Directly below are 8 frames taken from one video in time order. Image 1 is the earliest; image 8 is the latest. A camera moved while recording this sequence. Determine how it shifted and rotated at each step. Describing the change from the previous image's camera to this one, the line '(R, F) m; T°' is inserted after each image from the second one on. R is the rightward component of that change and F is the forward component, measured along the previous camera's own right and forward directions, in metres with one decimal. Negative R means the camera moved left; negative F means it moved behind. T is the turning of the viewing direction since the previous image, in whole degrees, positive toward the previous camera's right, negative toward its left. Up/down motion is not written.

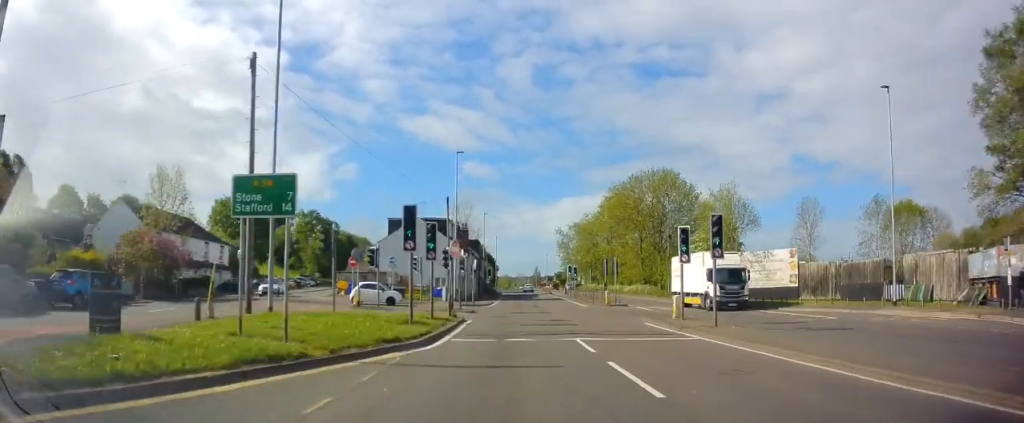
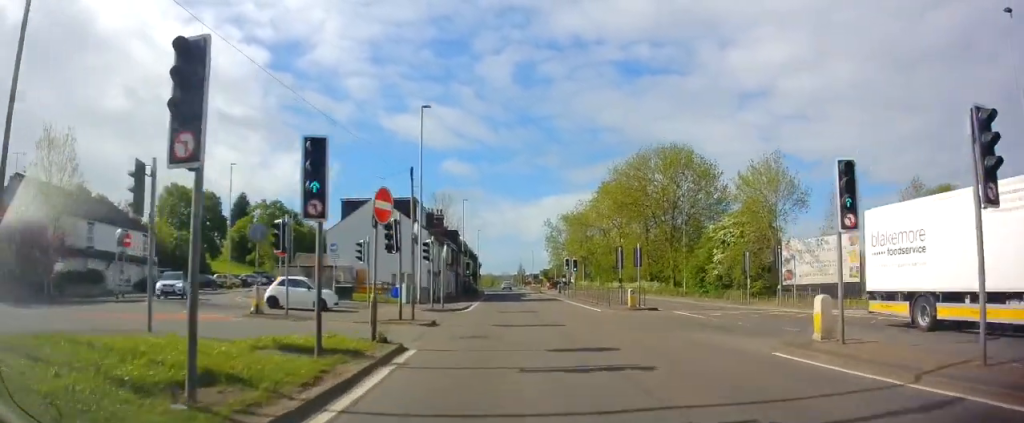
(+0.4, +12.0) m; +3°
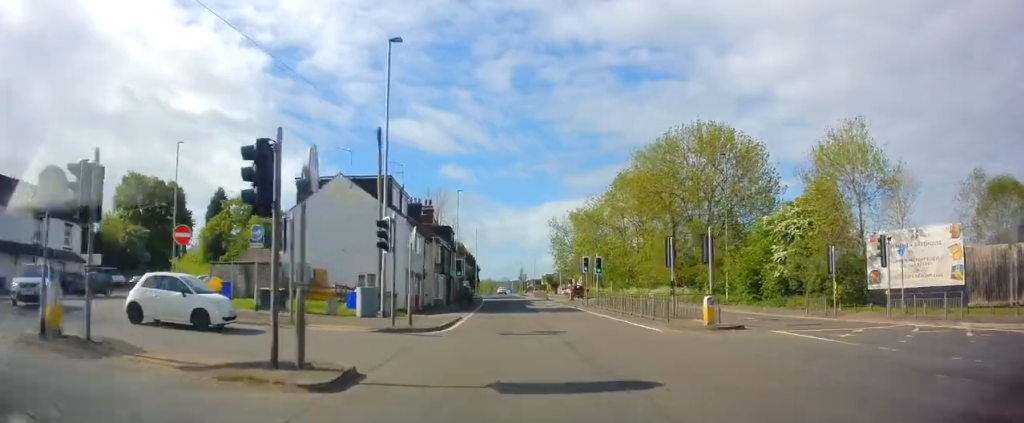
(+0.2, +11.1) m; 0°
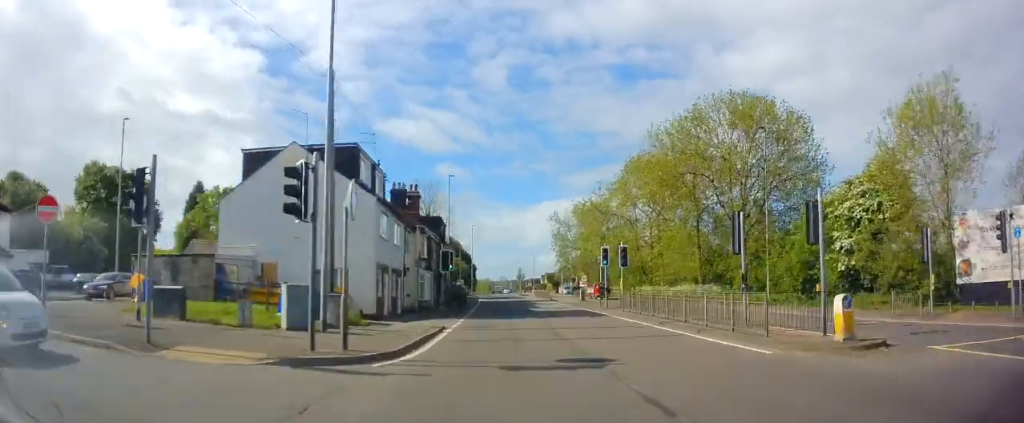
(-0.2, +8.0) m; -1°
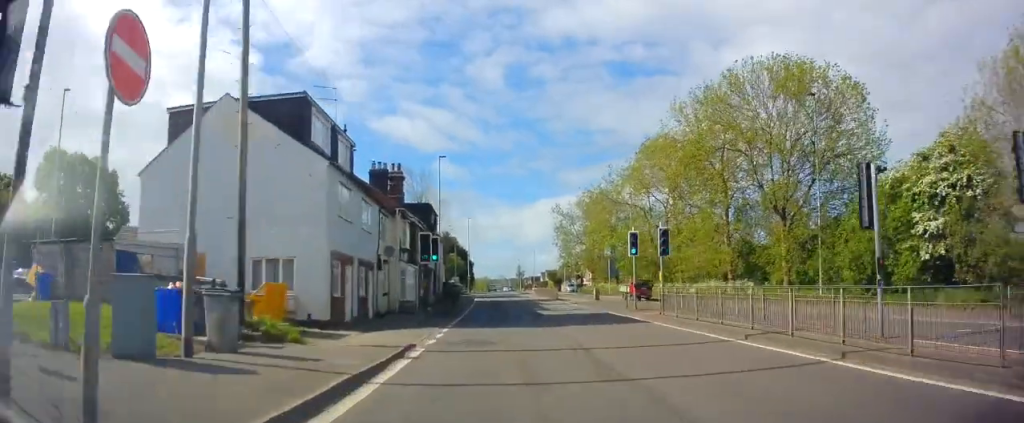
(0.0, +7.4) m; 0°
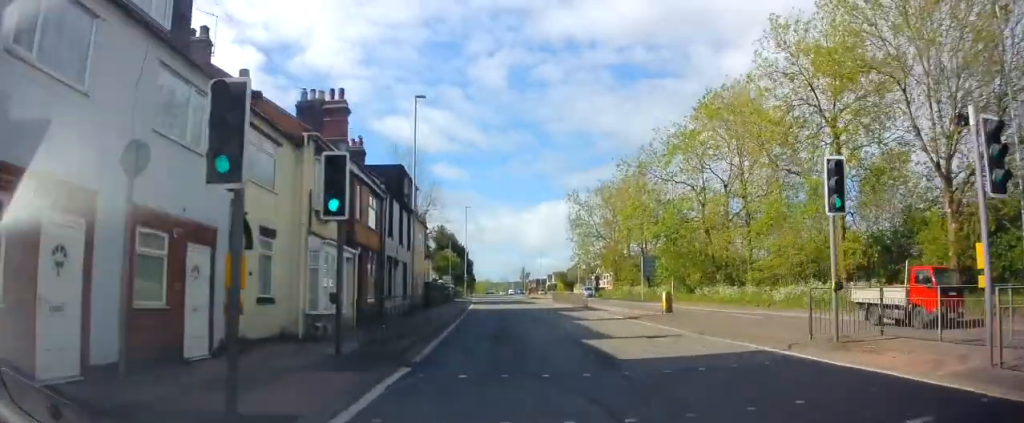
(+0.2, +16.3) m; +1°
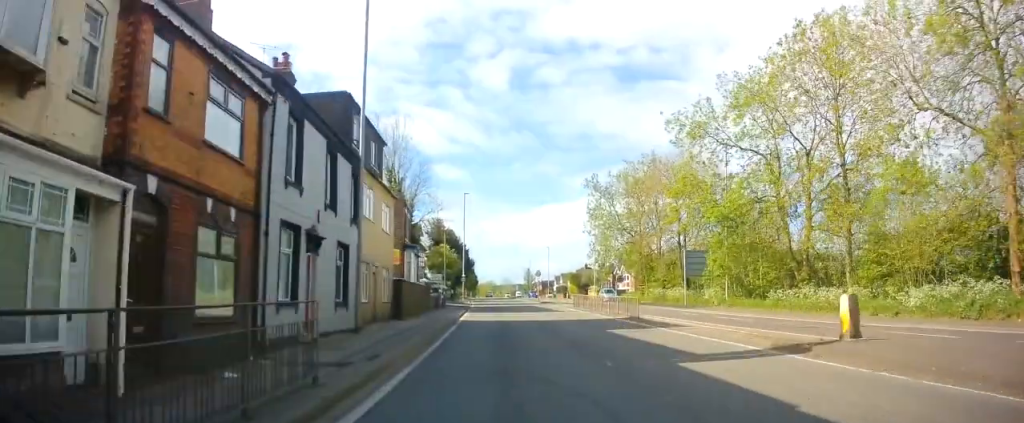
(0.0, +12.8) m; -1°
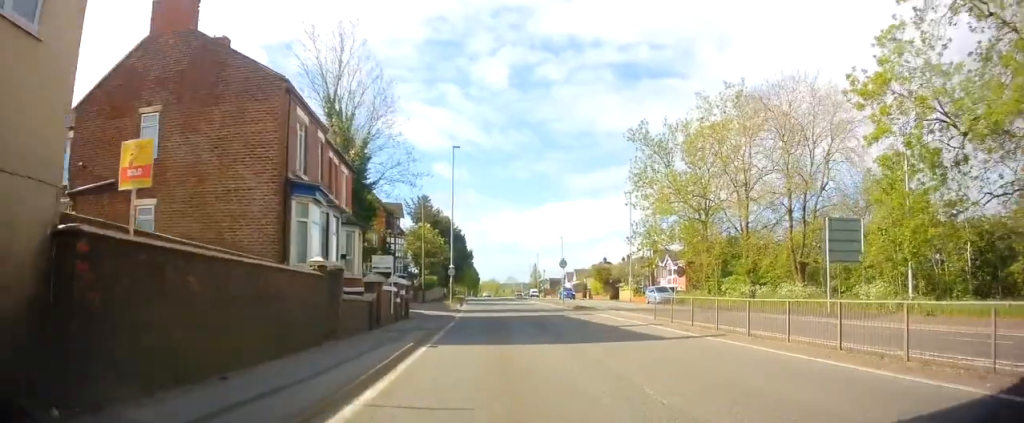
(-0.4, +21.4) m; -1°
